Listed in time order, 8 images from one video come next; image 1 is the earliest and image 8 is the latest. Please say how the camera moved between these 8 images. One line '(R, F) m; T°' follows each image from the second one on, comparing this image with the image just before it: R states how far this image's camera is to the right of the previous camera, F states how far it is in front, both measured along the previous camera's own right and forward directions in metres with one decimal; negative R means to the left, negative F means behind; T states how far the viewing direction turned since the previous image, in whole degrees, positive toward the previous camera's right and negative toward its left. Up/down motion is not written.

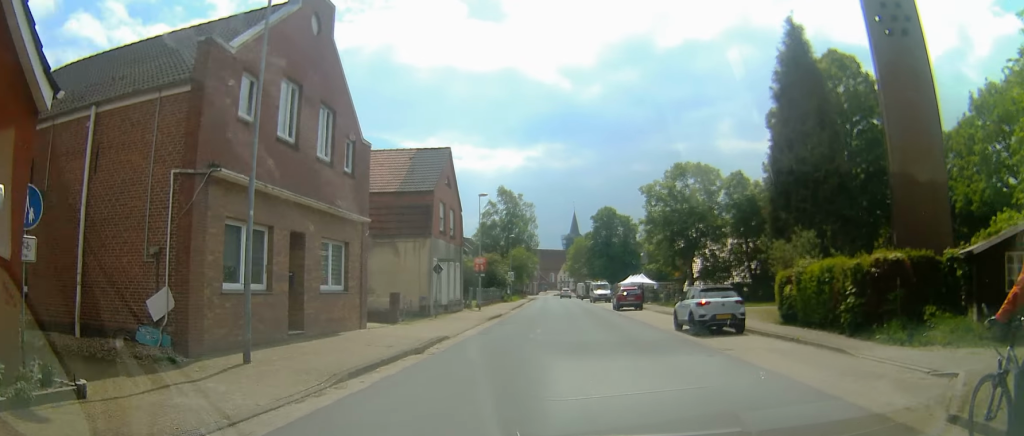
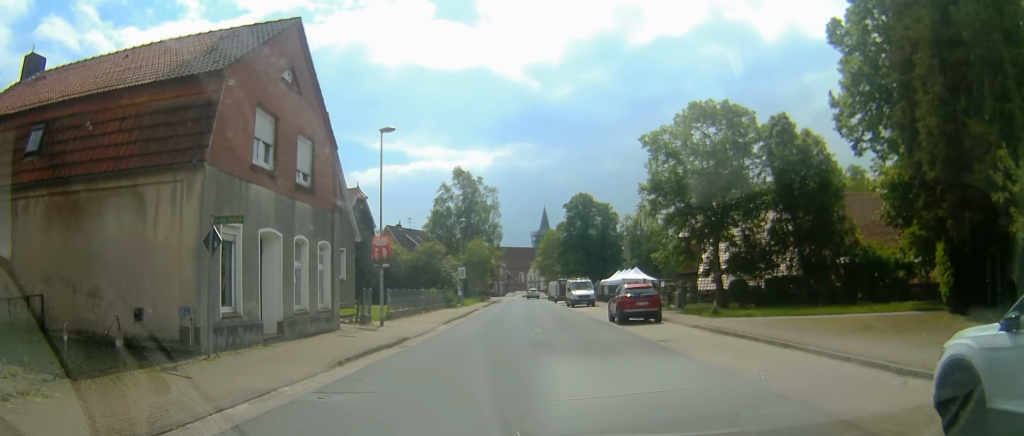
(-0.7, +20.2) m; -2°
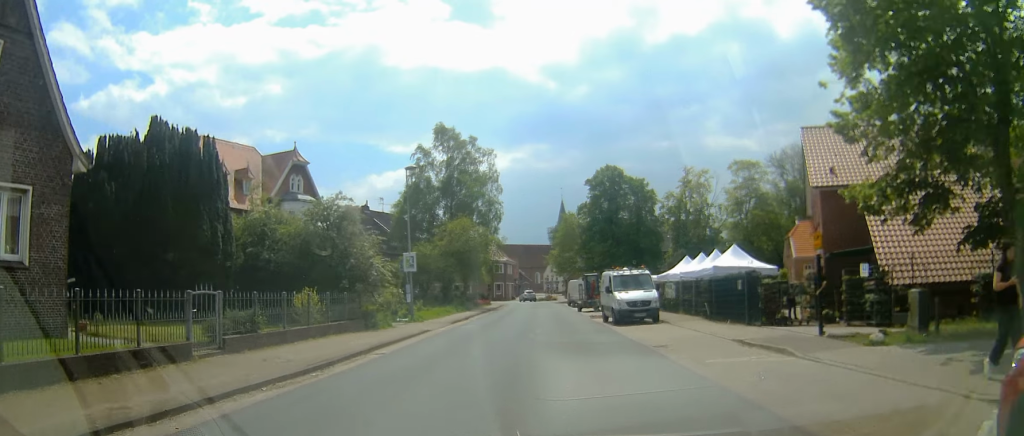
(+1.8, +25.8) m; +5°
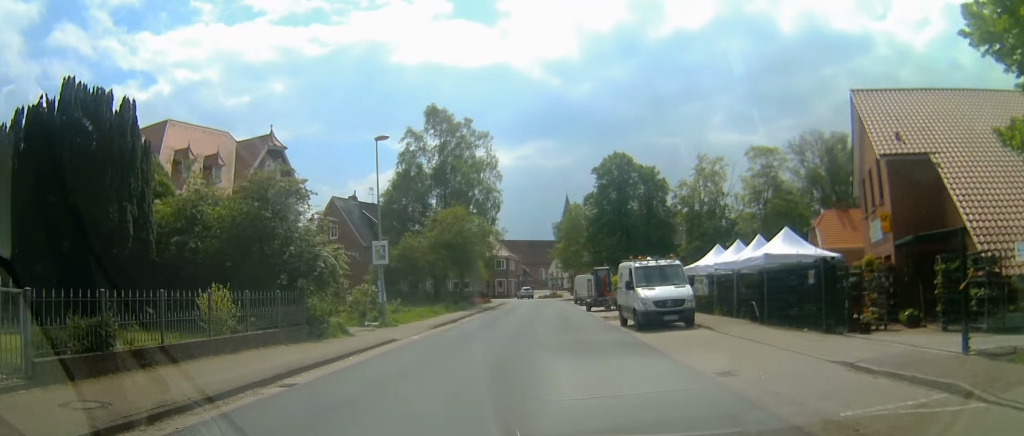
(0.0, +6.0) m; -2°
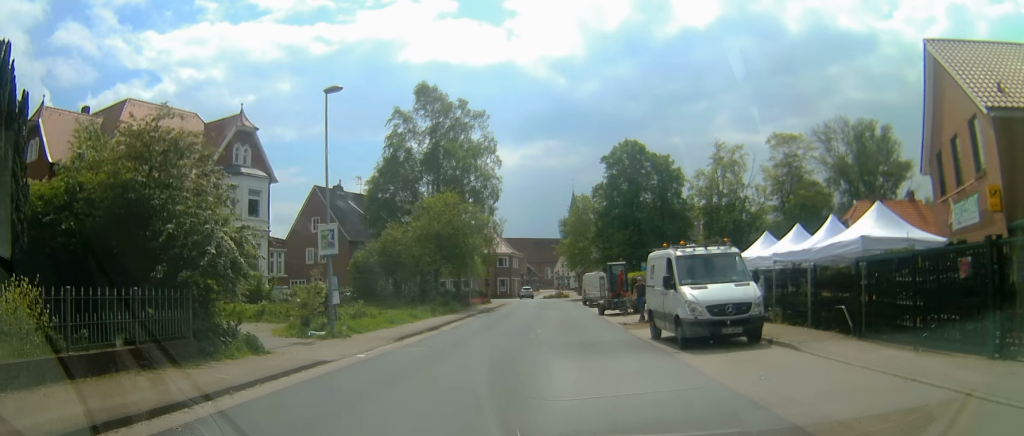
(-0.5, +6.6) m; -3°
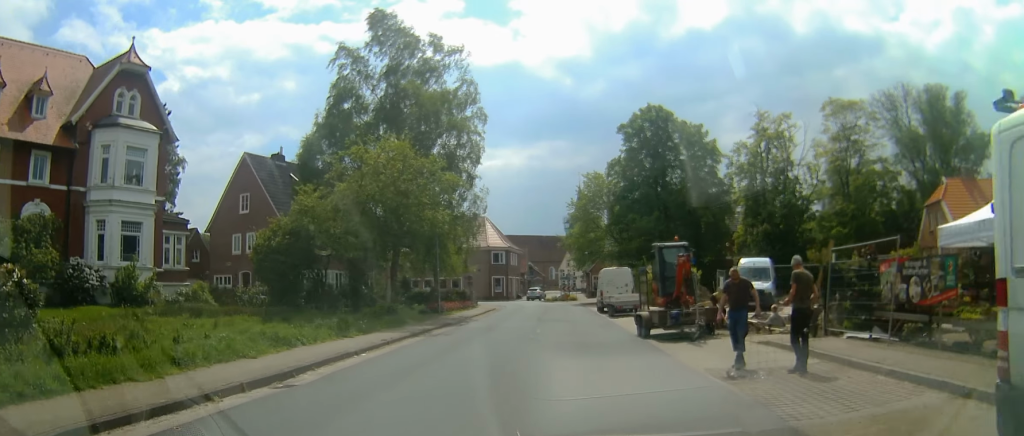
(-0.3, +15.4) m; -1°
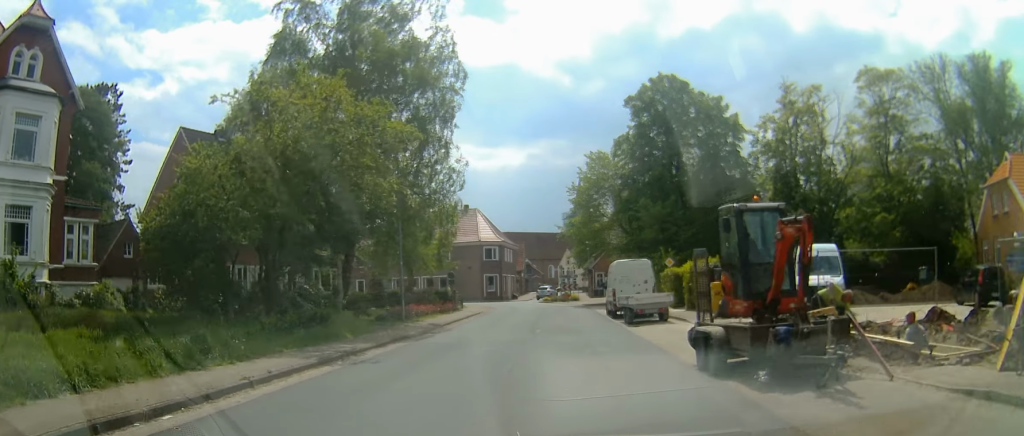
(0.0, +8.6) m; +2°
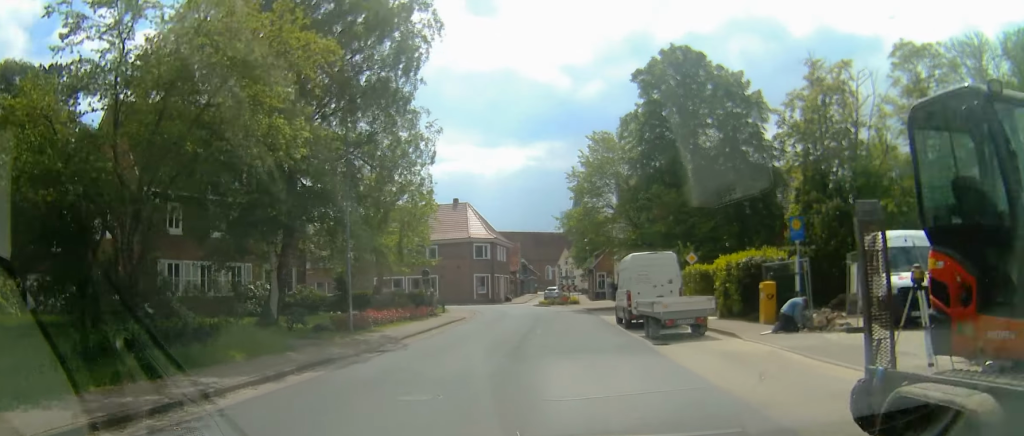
(+0.1, +7.1) m; 0°
